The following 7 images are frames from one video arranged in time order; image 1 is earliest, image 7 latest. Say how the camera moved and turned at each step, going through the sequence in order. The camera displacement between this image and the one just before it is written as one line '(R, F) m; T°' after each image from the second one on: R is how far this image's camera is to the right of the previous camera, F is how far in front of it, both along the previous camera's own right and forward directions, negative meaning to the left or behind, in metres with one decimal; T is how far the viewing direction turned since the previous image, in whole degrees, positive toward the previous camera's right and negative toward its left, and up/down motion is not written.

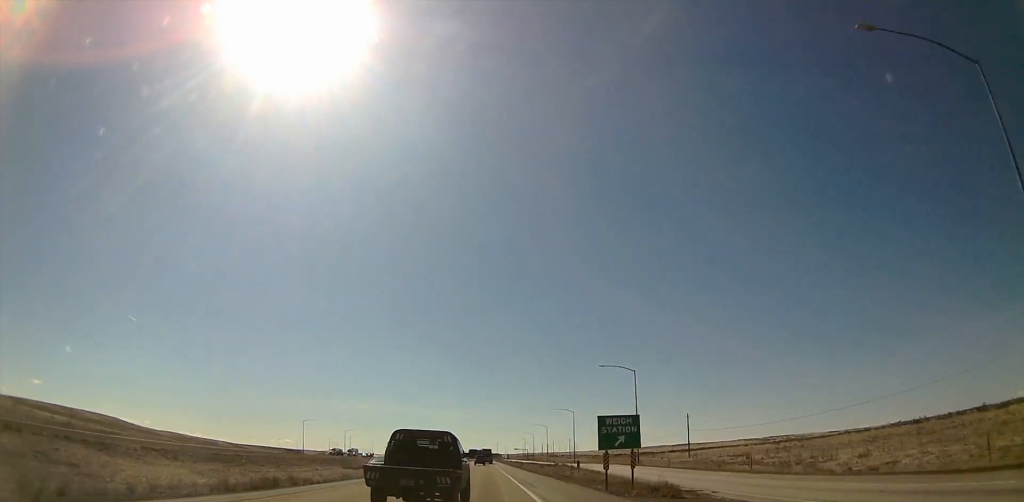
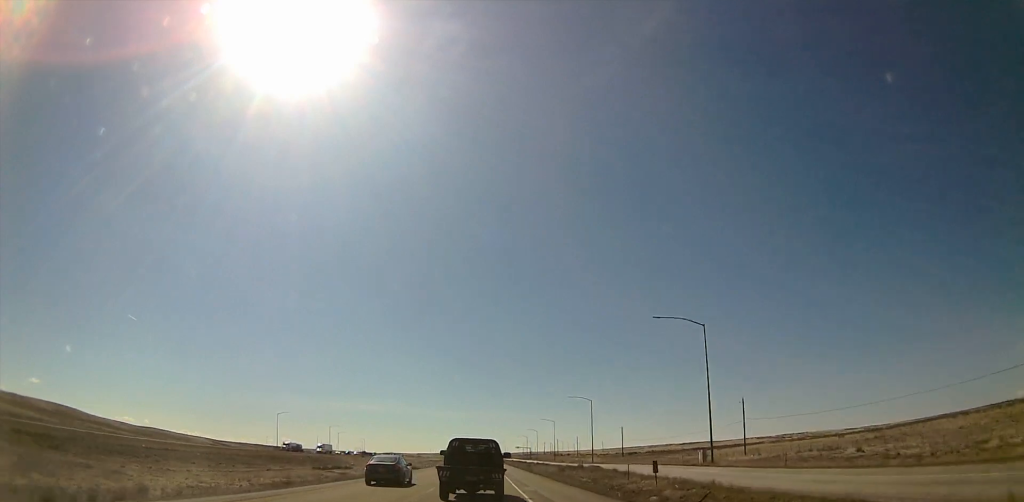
(-0.8, +34.0) m; 0°
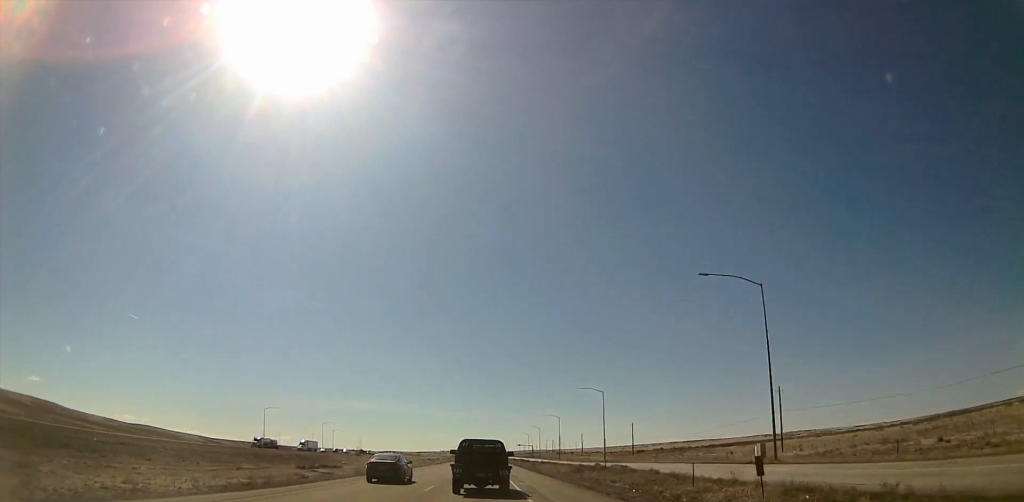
(+0.3, +15.2) m; 0°
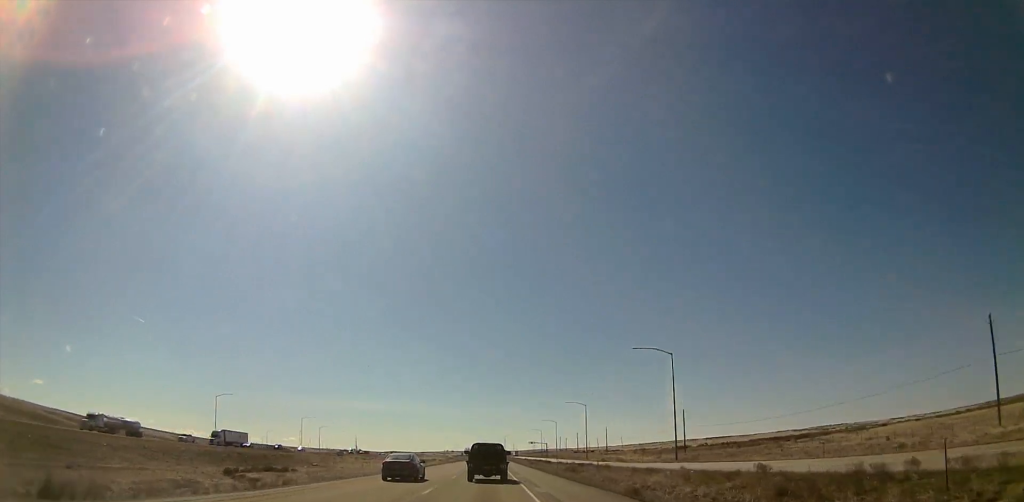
(-0.1, +48.1) m; -1°
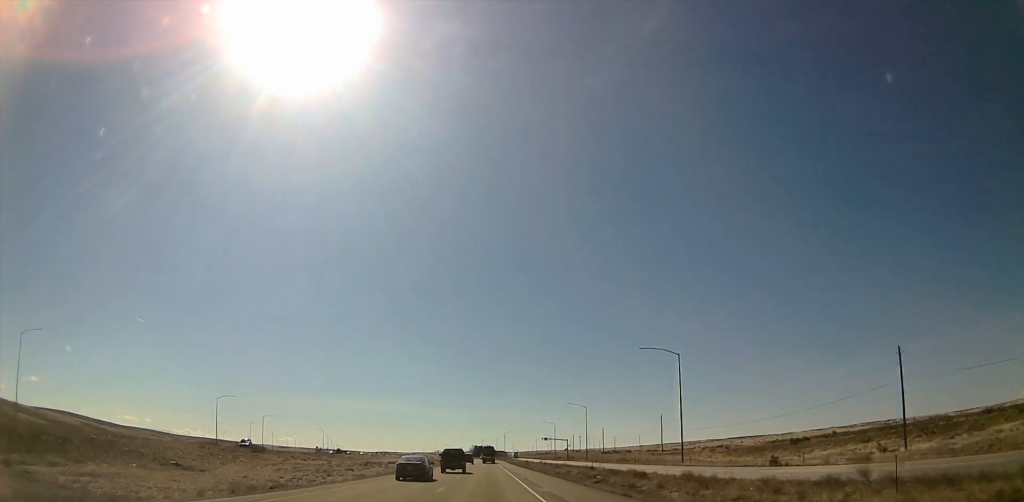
(+0.4, +86.8) m; -1°
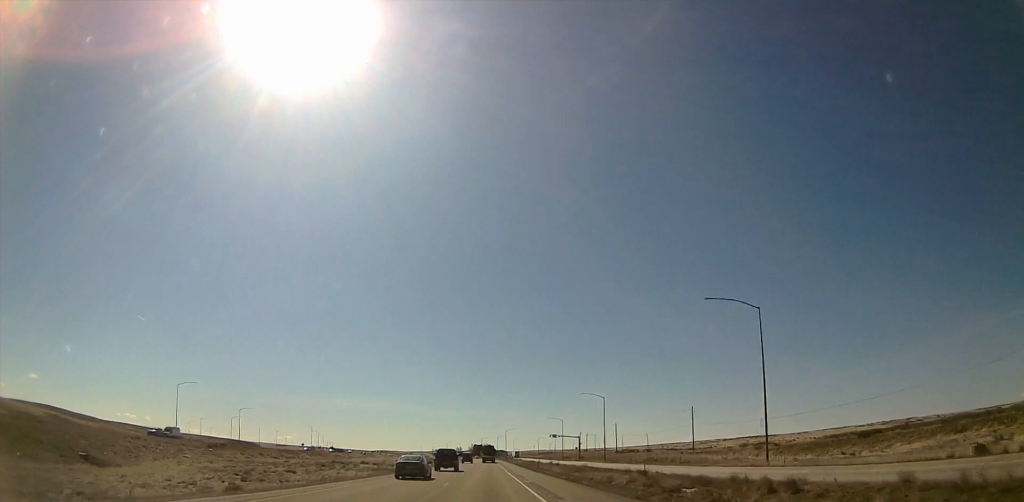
(-0.3, +27.0) m; -1°
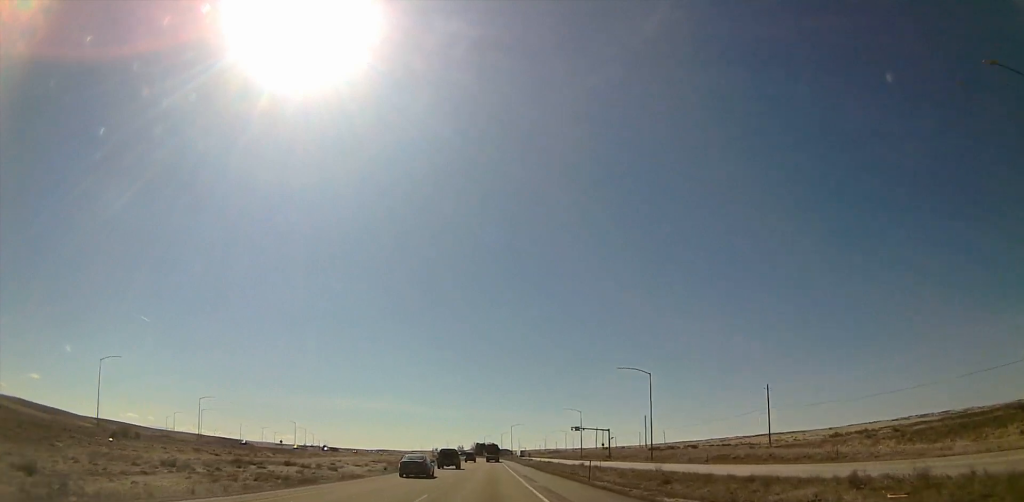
(0.0, +39.8) m; 0°
